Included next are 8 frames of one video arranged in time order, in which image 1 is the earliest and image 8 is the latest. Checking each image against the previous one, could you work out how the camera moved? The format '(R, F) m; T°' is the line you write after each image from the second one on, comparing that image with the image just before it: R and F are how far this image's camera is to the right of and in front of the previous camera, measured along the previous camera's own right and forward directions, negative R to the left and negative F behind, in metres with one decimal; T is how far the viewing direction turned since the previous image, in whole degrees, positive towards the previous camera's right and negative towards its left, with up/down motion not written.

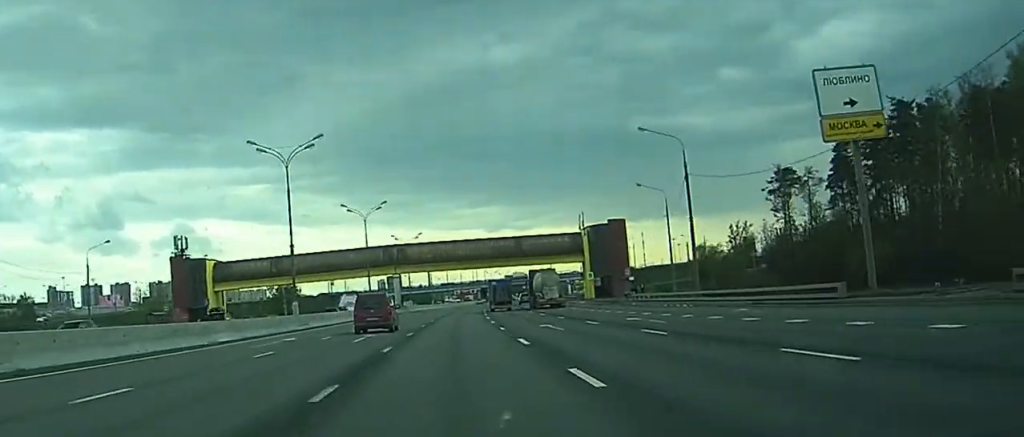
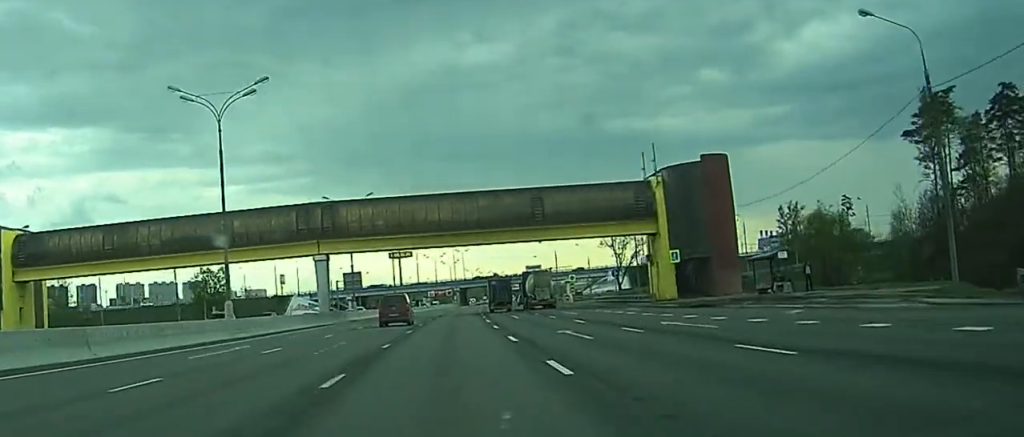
(+0.1, +56.4) m; +2°
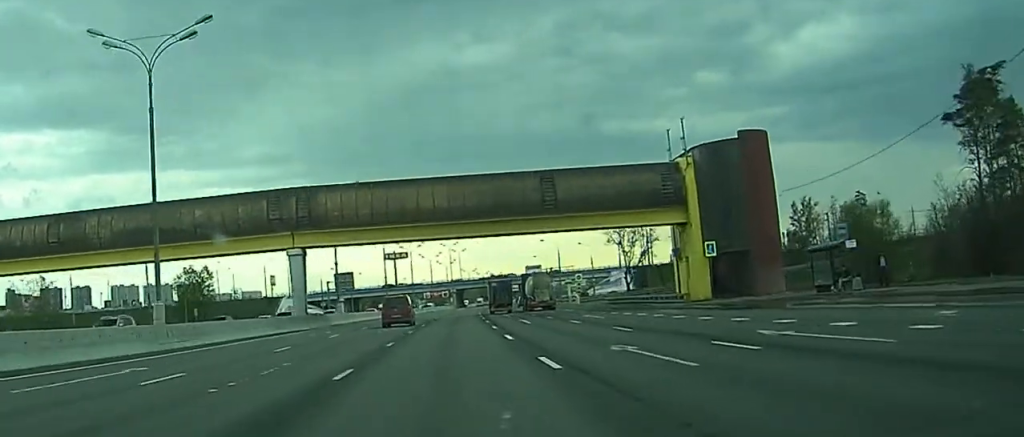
(+0.1, +10.3) m; +1°
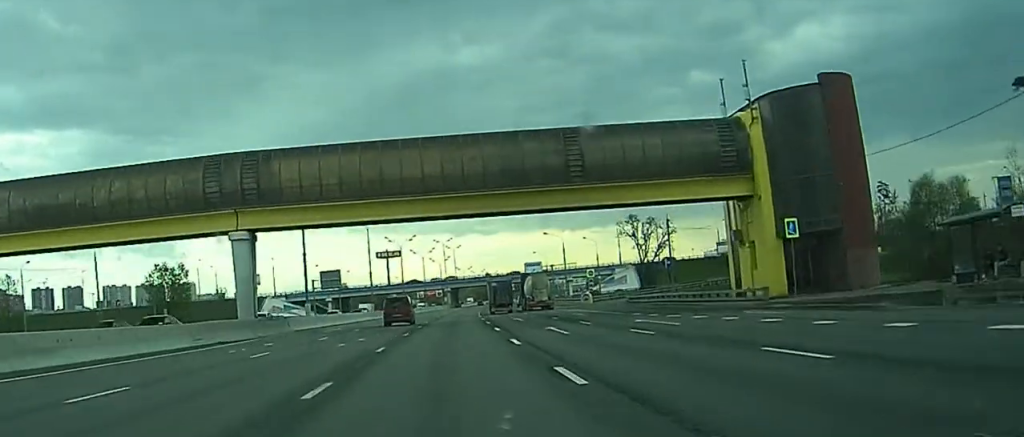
(+0.2, +15.1) m; +1°
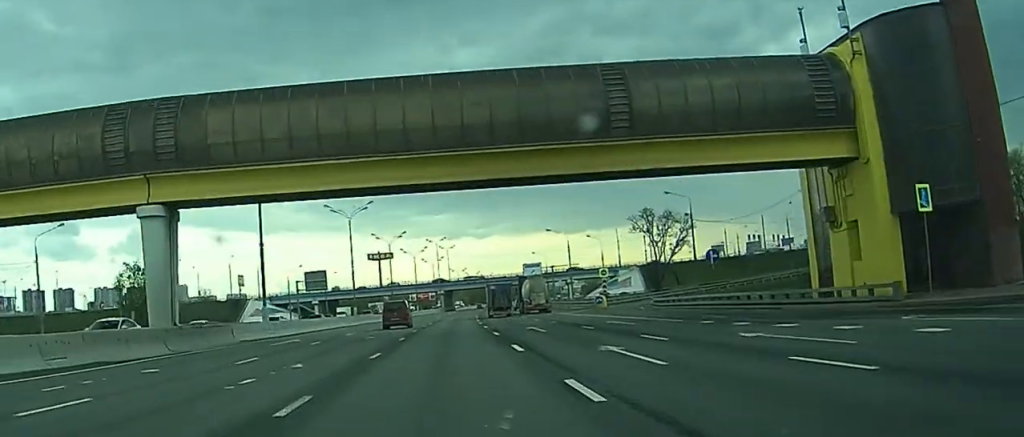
(+0.1, +13.6) m; 0°
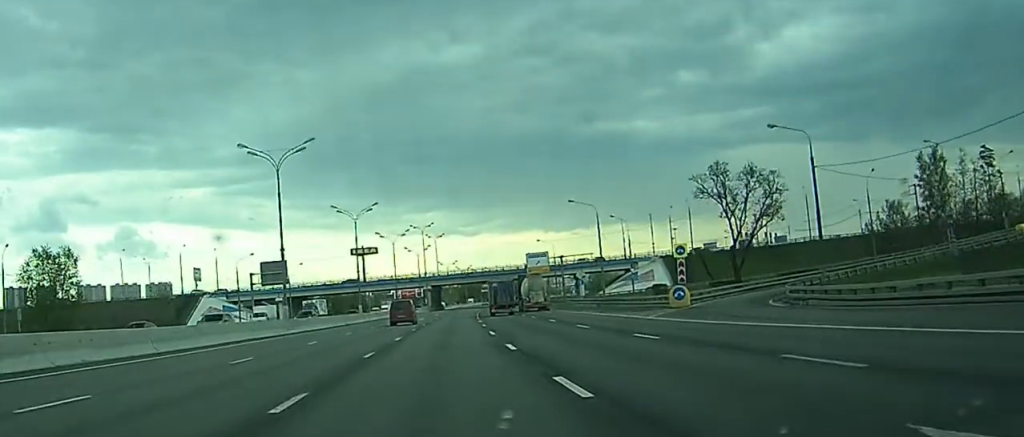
(+0.1, +35.6) m; 0°
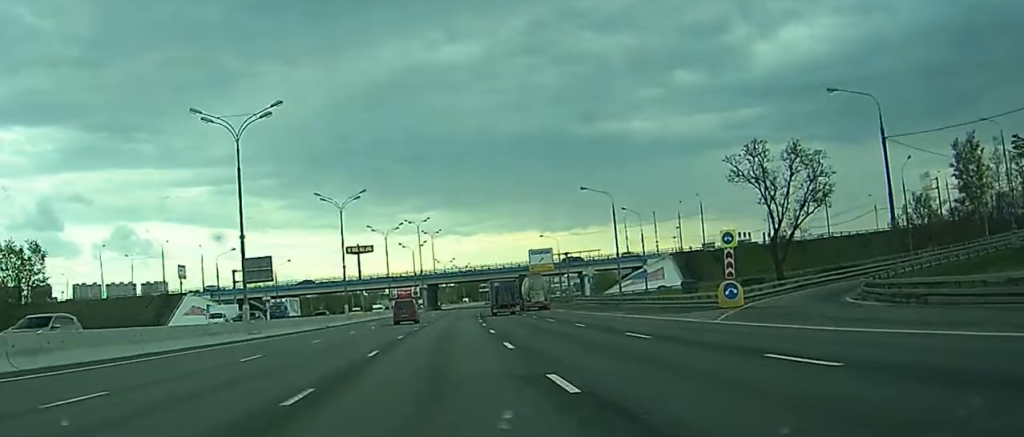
(0.0, +10.6) m; 0°
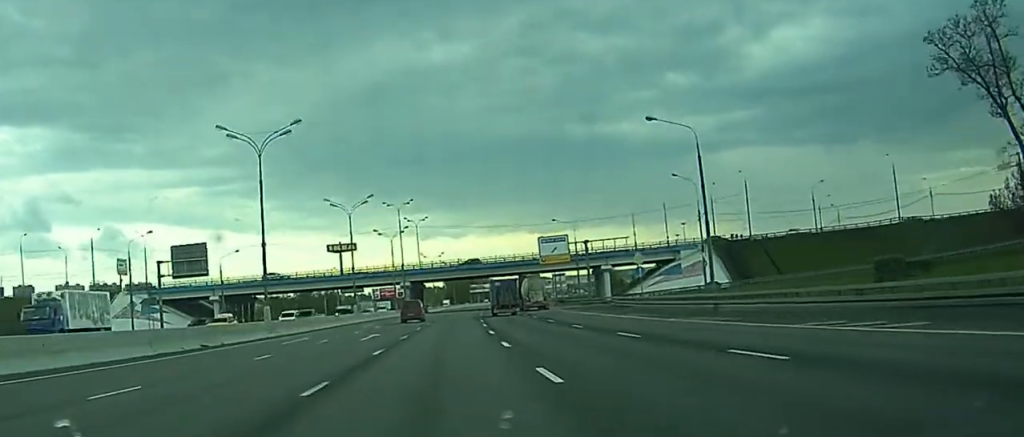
(+0.2, +31.6) m; +1°
